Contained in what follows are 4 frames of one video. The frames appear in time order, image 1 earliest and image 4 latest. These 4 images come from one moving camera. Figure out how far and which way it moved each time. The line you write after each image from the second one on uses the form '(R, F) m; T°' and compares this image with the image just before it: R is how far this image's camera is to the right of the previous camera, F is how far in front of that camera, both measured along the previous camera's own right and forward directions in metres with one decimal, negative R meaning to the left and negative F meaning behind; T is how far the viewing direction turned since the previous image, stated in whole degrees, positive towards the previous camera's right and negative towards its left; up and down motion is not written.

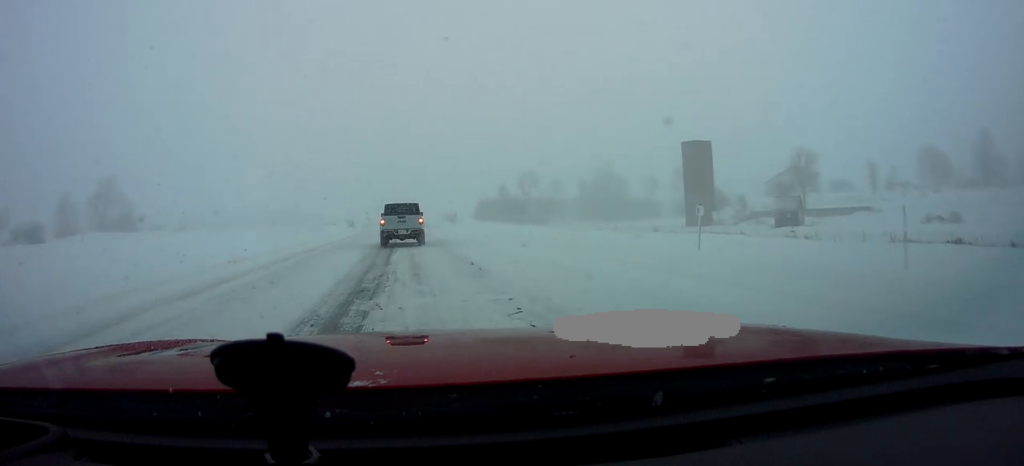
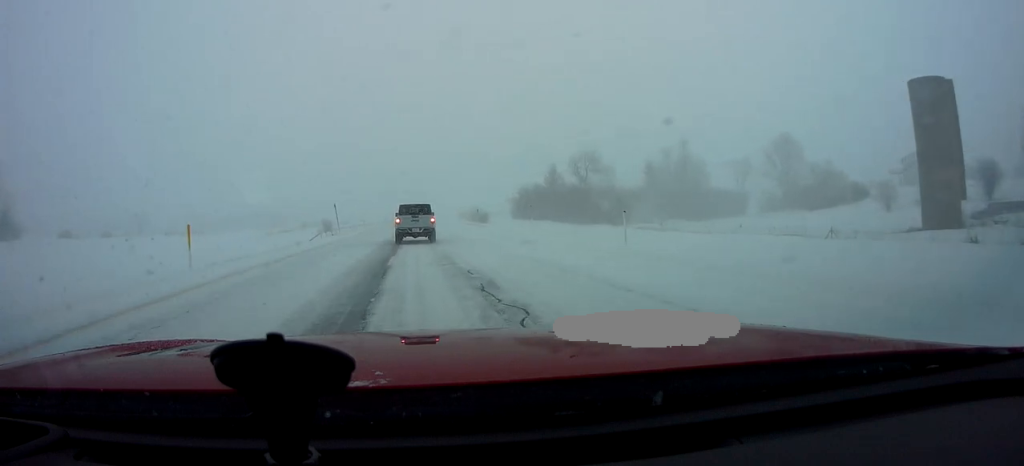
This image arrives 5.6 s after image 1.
(-2.0, +47.8) m; -2°
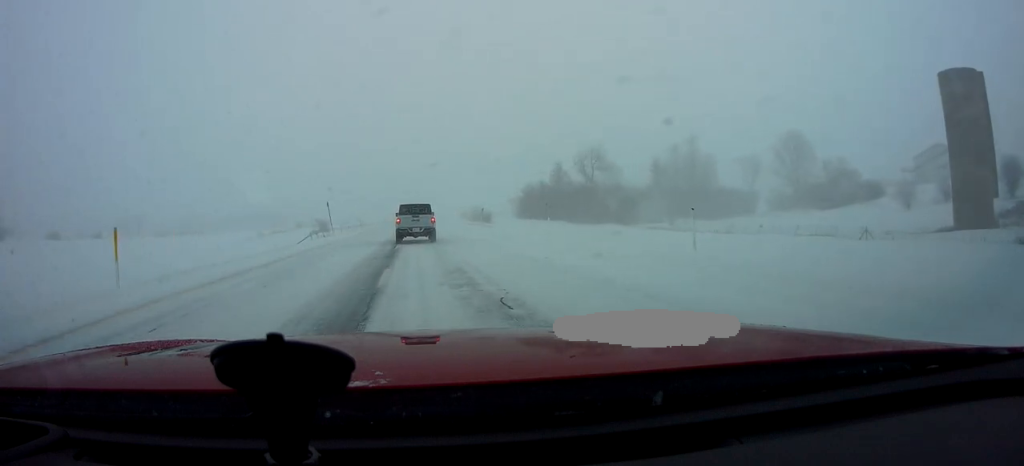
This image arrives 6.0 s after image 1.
(+0.1, +4.2) m; +1°
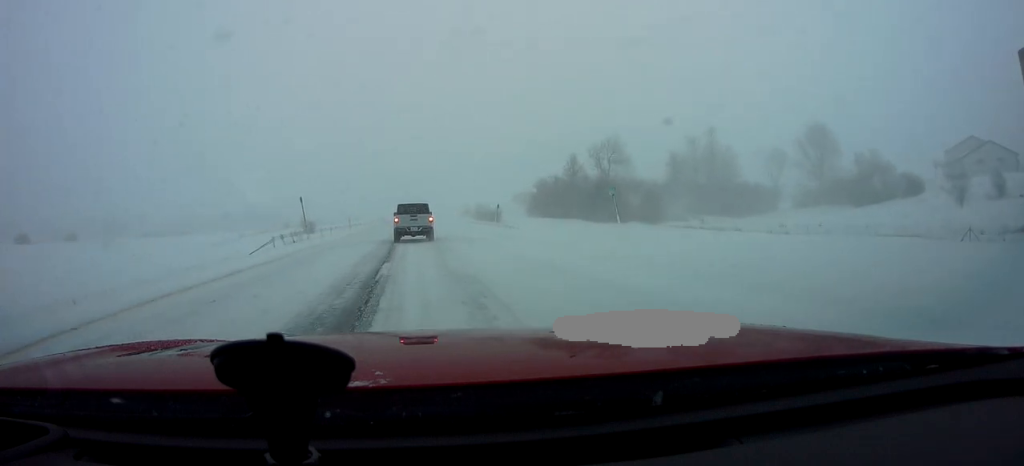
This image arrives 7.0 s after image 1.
(+0.3, +10.4) m; -1°
